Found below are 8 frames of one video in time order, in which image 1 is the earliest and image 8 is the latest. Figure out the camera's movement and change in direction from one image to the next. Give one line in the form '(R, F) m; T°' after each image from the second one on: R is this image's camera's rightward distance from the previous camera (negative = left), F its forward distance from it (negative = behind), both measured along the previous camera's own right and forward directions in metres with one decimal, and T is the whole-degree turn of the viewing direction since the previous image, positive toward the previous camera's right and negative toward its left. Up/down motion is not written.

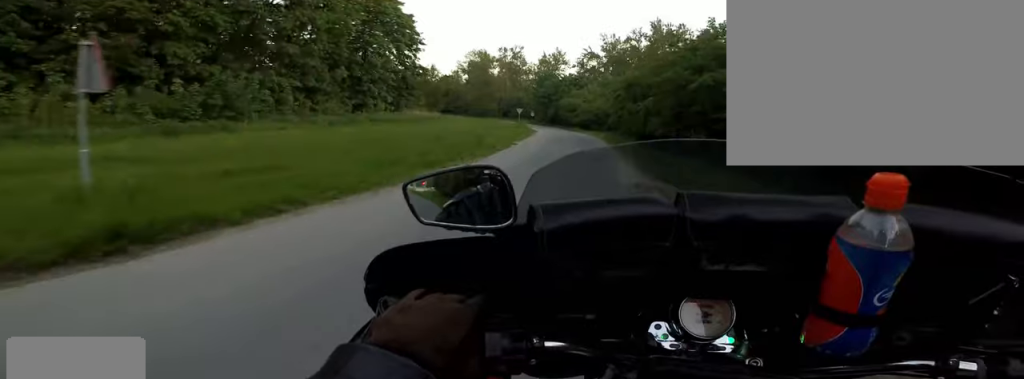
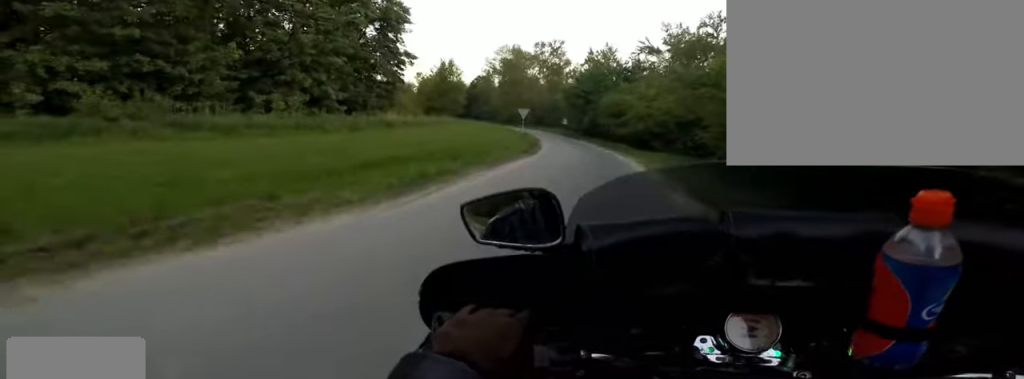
(-0.4, +17.1) m; -5°
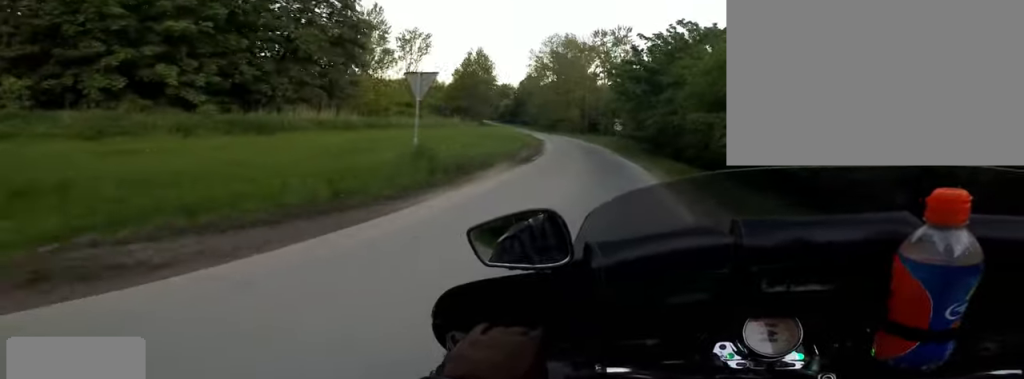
(-1.4, +18.5) m; -10°
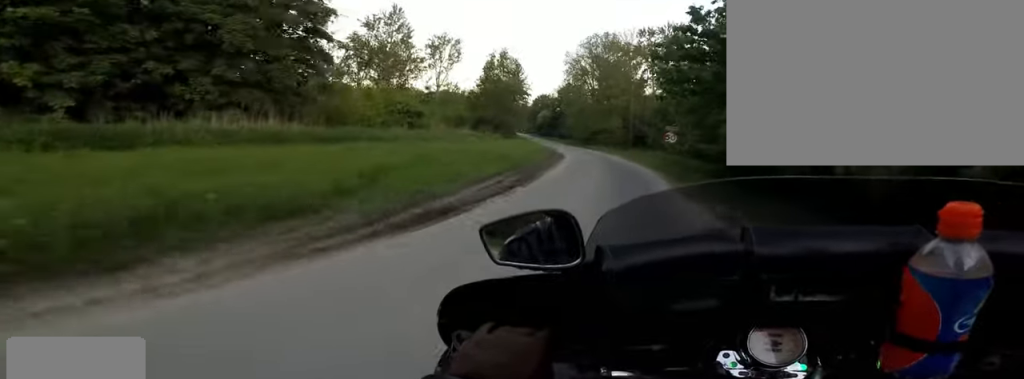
(-0.6, +8.9) m; -4°
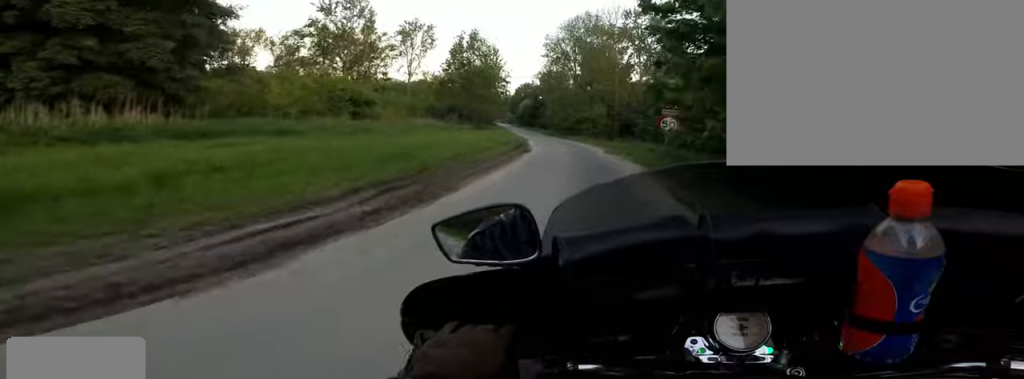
(-0.1, +6.0) m; 0°
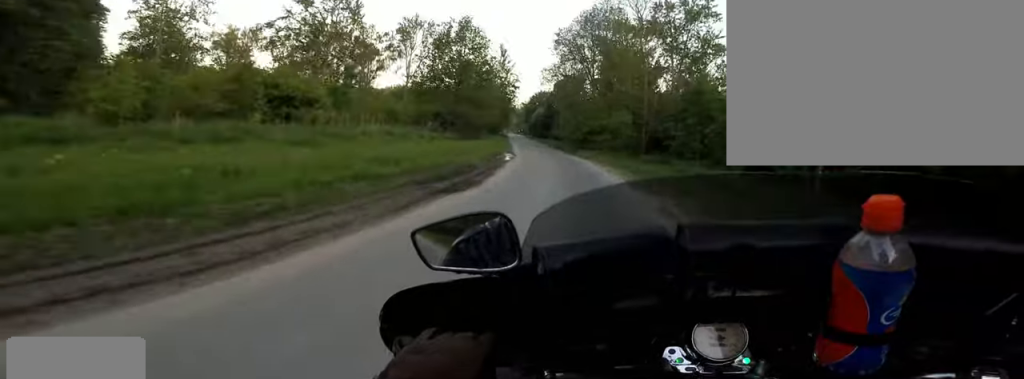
(+0.1, +9.5) m; -7°
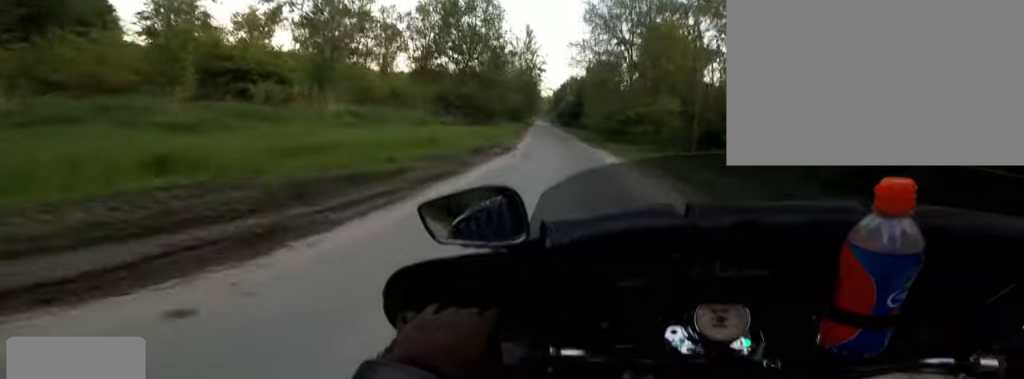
(-0.4, +5.8) m; -5°
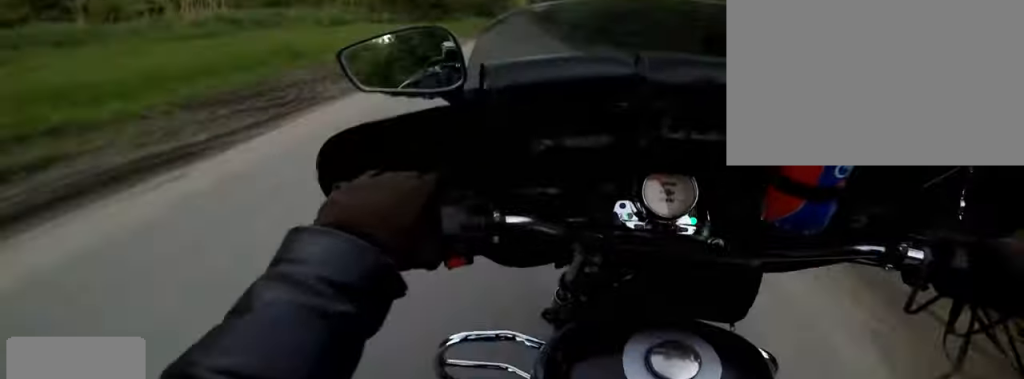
(-0.7, +4.2) m; -3°
